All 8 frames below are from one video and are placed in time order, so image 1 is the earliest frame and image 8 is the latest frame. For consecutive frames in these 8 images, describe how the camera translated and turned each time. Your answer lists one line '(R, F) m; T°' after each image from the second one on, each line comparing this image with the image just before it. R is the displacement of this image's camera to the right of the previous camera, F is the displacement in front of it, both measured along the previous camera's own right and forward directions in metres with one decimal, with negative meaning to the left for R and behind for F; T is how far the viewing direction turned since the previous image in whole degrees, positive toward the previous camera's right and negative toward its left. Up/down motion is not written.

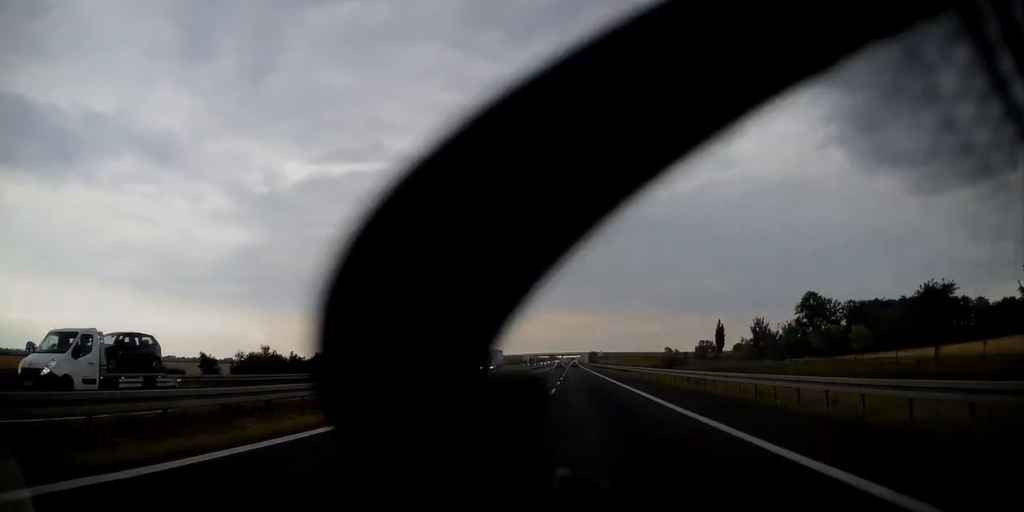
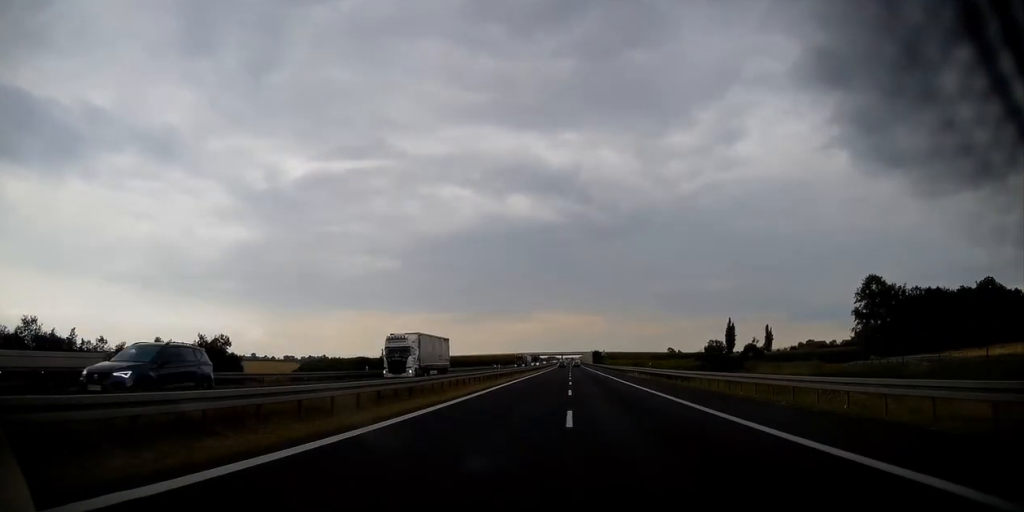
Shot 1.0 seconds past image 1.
(-0.2, +35.9) m; 0°
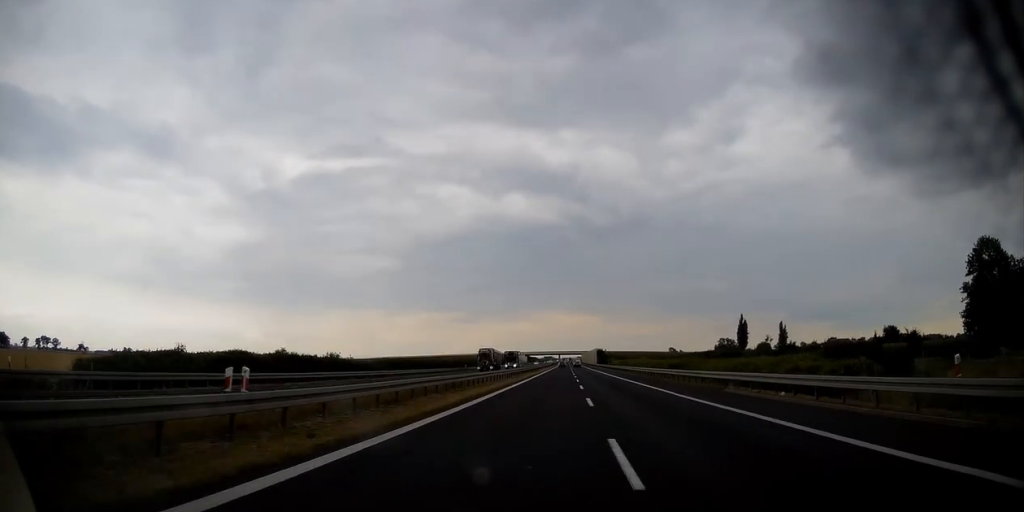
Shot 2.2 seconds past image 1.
(0.0, +42.0) m; 0°
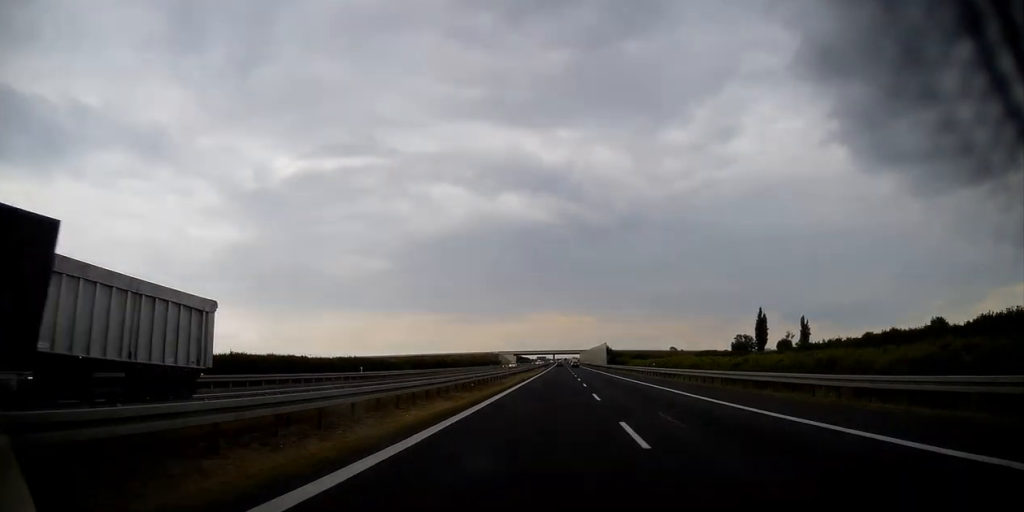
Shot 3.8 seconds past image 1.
(+0.2, +57.0) m; 0°
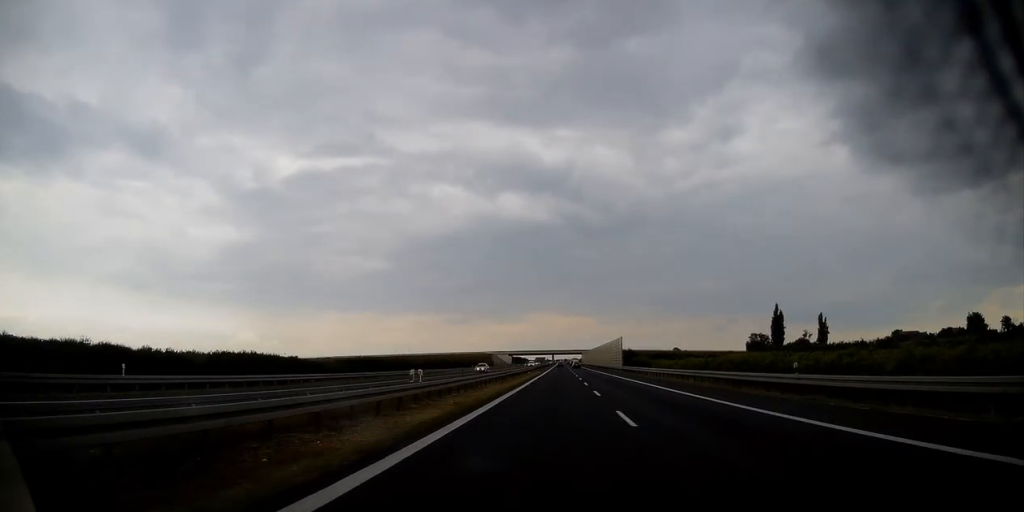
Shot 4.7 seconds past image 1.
(0.0, +32.7) m; 0°
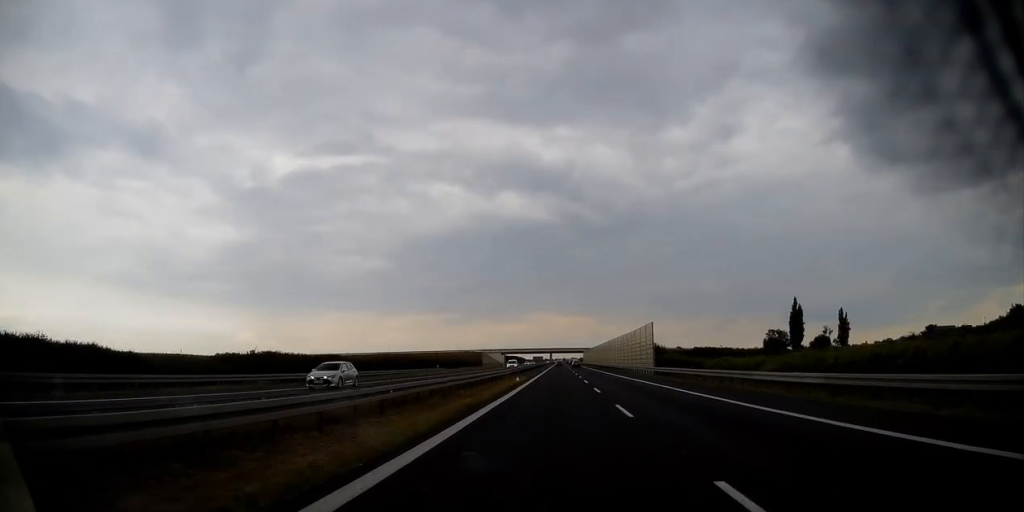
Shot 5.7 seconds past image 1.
(+0.1, +34.3) m; 0°
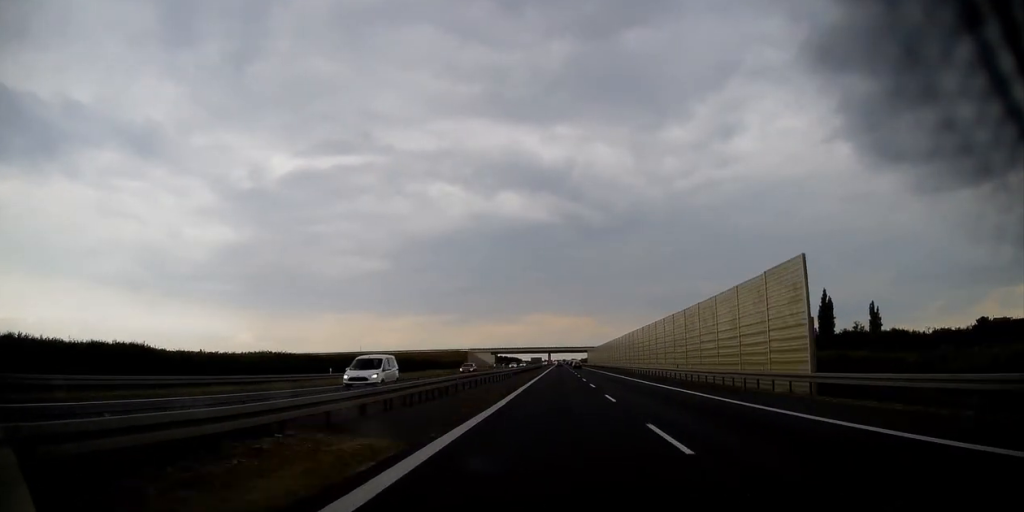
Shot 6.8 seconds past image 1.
(0.0, +40.9) m; 0°
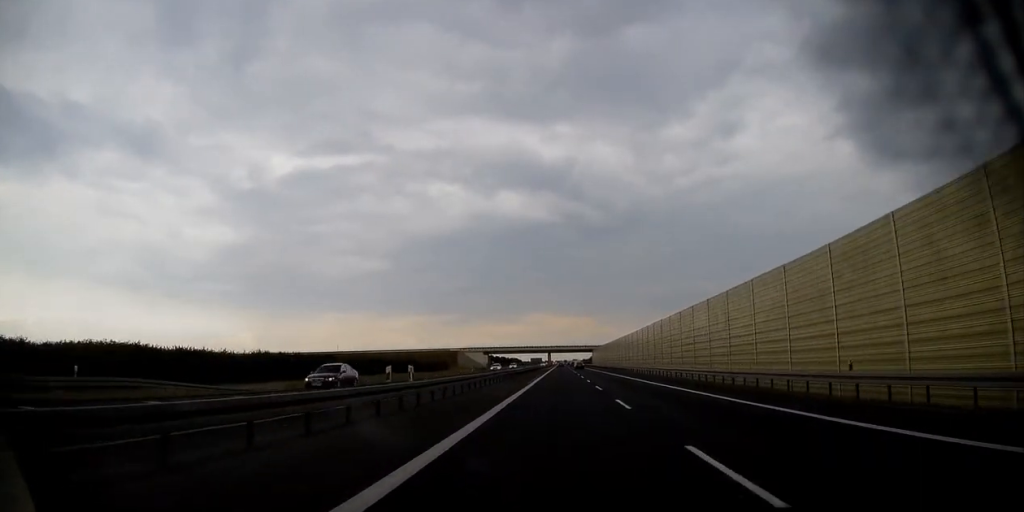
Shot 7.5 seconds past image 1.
(-0.1, +27.5) m; 0°
